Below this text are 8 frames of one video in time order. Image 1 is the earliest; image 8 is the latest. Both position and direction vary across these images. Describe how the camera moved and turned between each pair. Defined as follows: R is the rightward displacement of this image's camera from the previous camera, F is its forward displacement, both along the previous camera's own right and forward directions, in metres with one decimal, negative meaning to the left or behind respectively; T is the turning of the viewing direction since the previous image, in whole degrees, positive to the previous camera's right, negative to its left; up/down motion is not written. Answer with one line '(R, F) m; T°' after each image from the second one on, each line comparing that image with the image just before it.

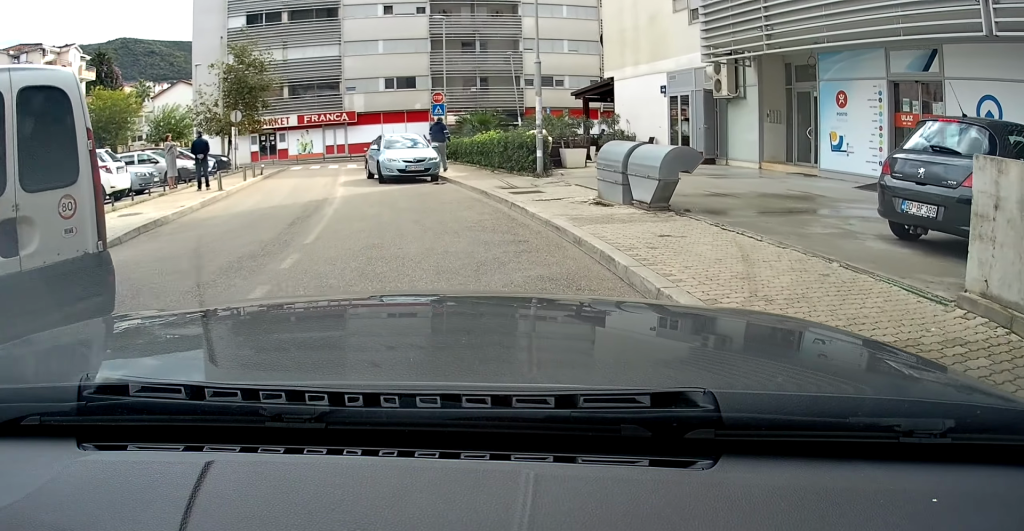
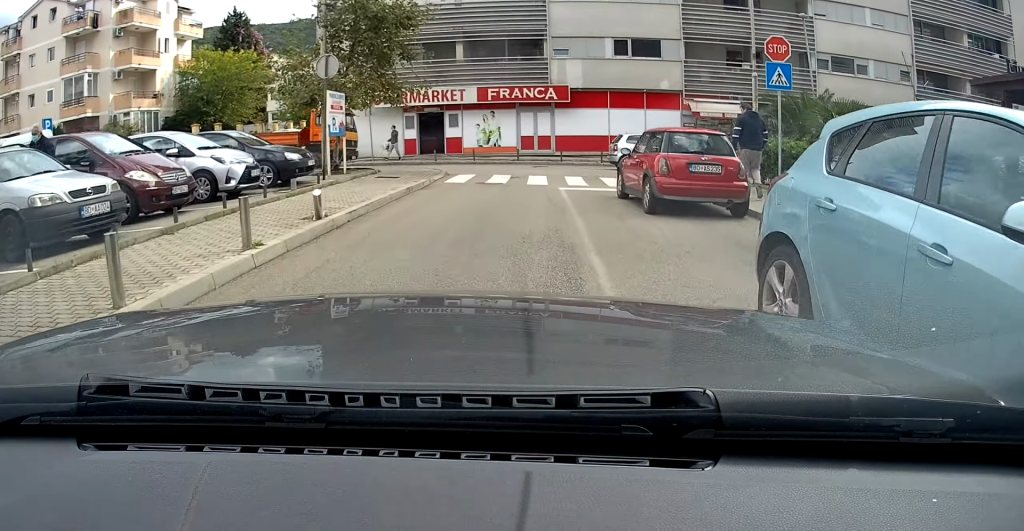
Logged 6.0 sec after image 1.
(-0.9, +18.7) m; -6°
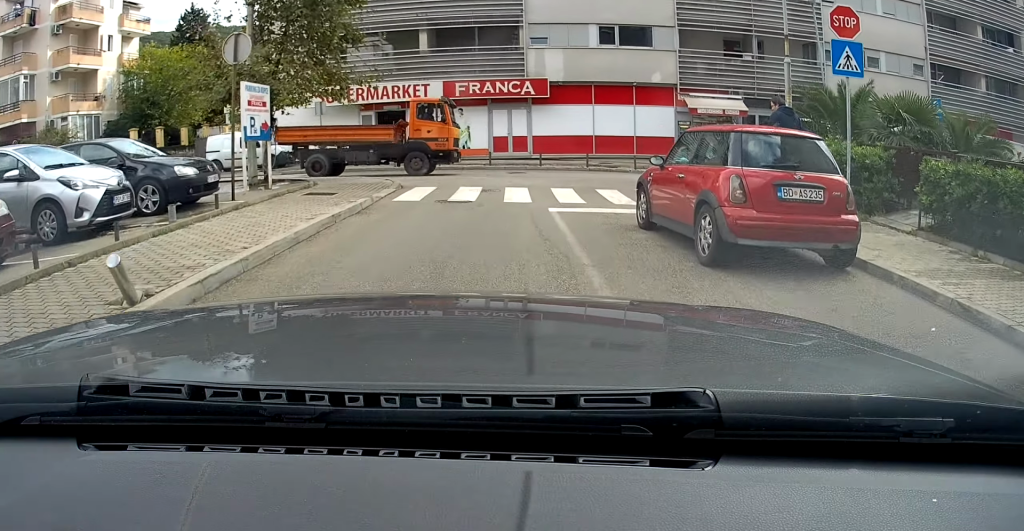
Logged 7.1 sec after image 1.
(+0.2, +3.8) m; +3°
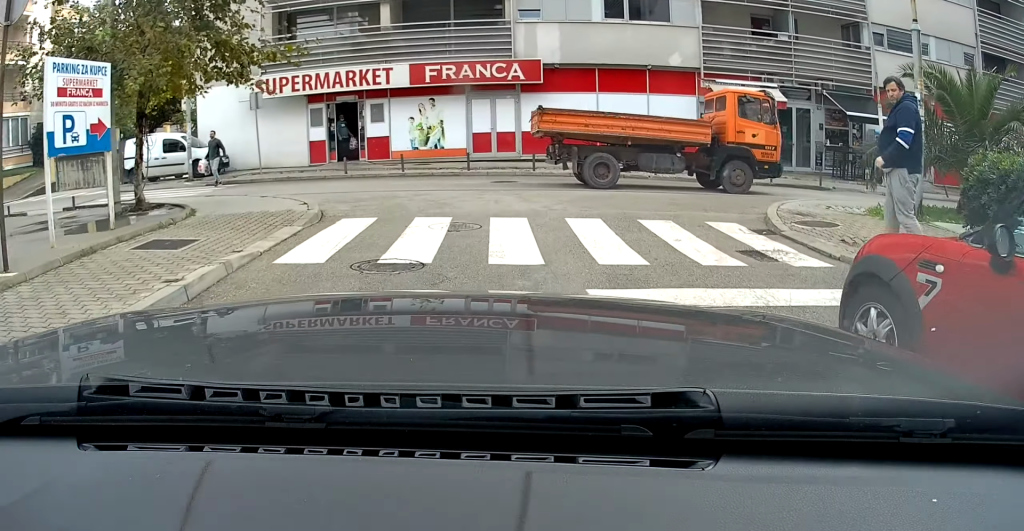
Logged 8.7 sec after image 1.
(+0.2, +5.8) m; +7°
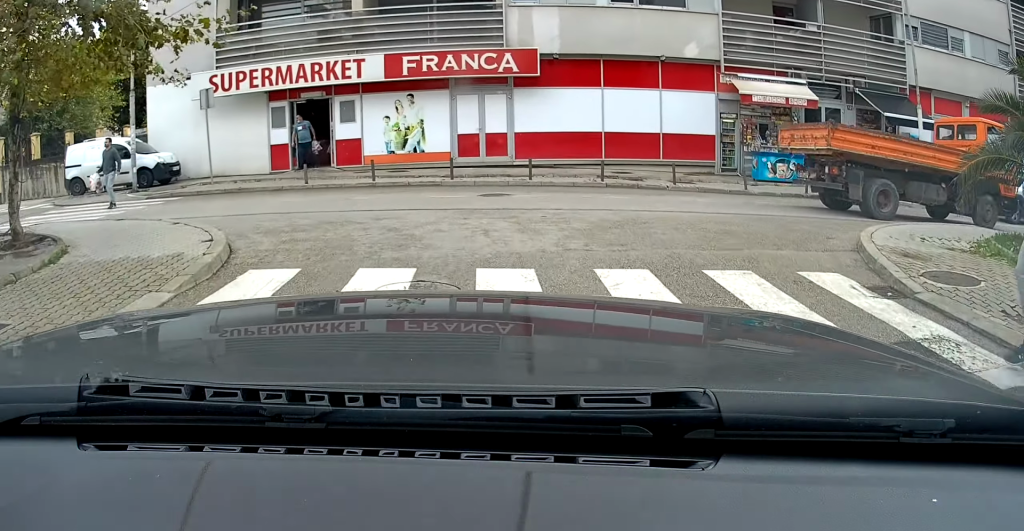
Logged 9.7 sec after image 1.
(-0.2, +3.4) m; +6°
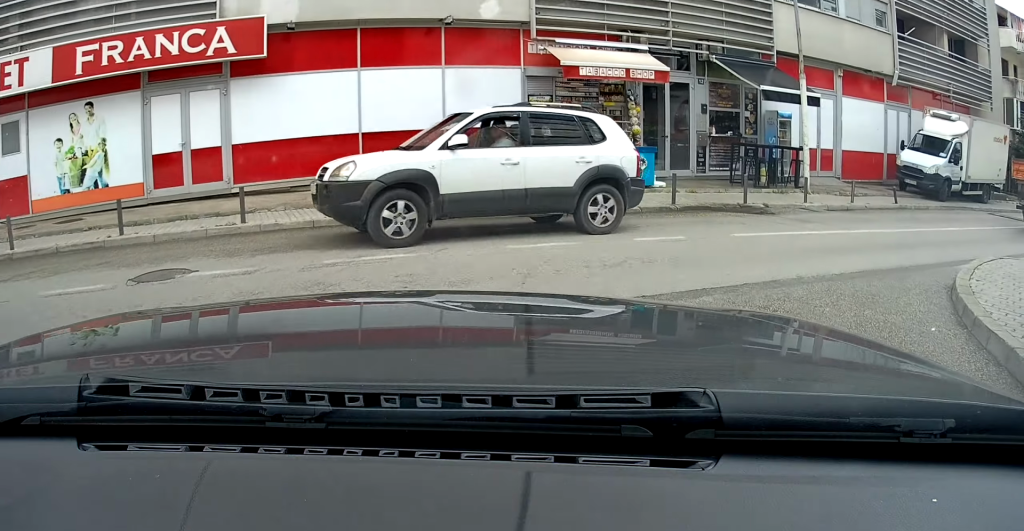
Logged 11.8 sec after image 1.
(+1.4, +6.7) m; +23°
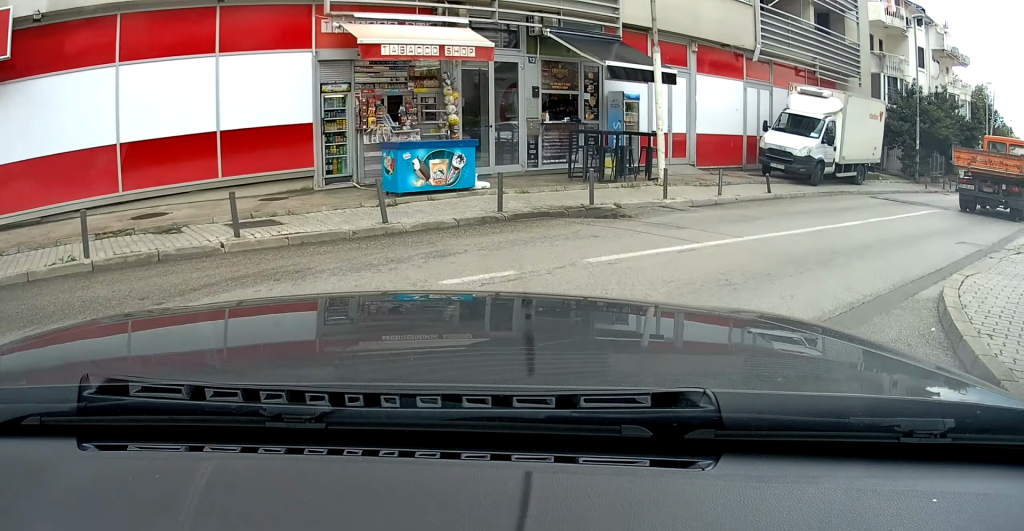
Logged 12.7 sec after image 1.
(+0.4, +3.0) m; +11°
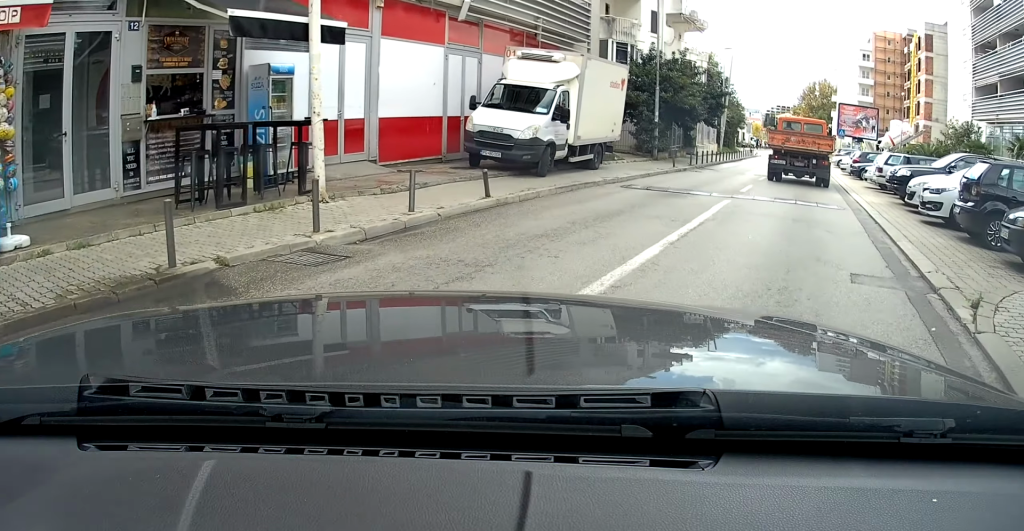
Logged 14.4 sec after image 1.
(+1.0, +5.8) m; +19°
